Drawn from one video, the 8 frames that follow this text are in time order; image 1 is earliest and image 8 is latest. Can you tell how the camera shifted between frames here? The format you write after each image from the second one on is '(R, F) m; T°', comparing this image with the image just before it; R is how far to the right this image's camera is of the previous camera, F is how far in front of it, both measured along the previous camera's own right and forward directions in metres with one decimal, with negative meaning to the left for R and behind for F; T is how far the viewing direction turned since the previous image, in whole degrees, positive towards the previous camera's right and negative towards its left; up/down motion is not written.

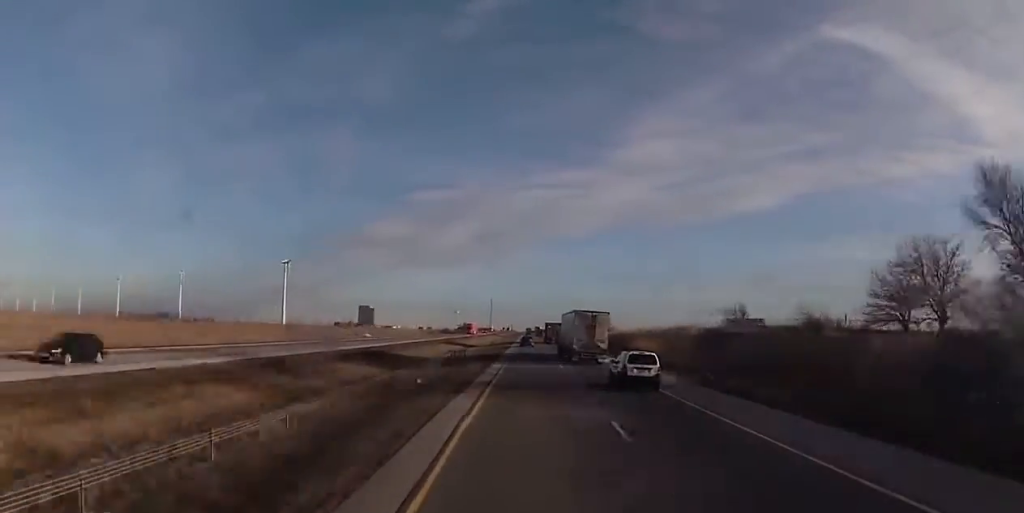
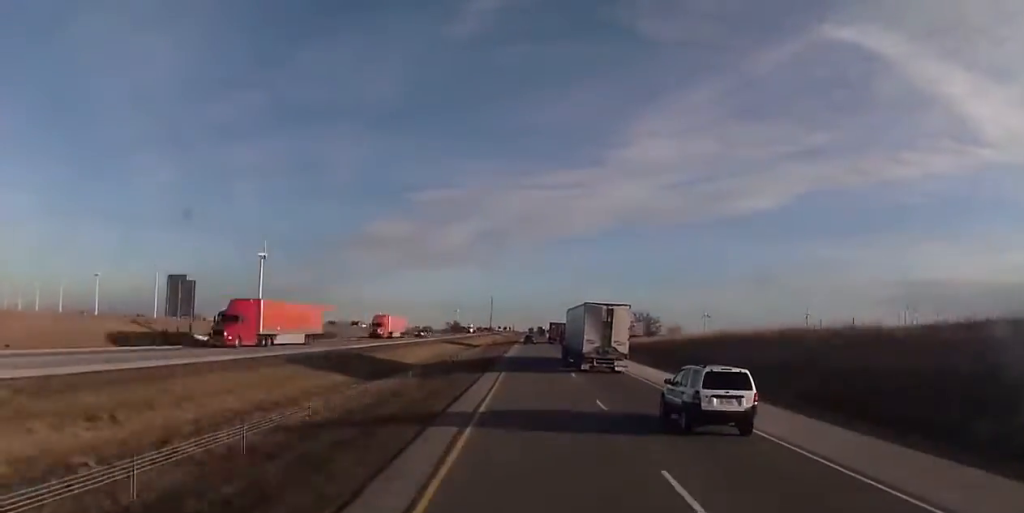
(-0.1, +90.7) m; 0°
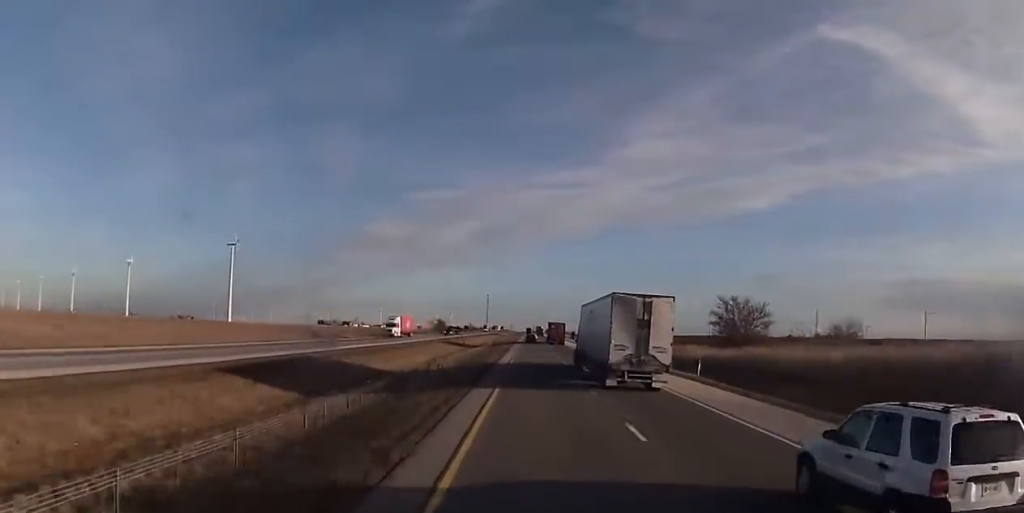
(-0.3, +78.7) m; 0°
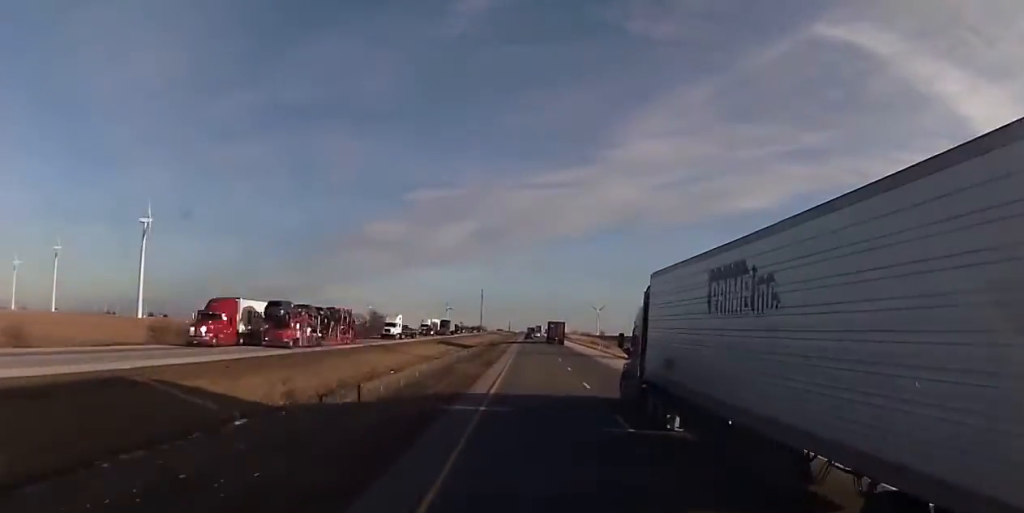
(+1.2, +178.8) m; 0°
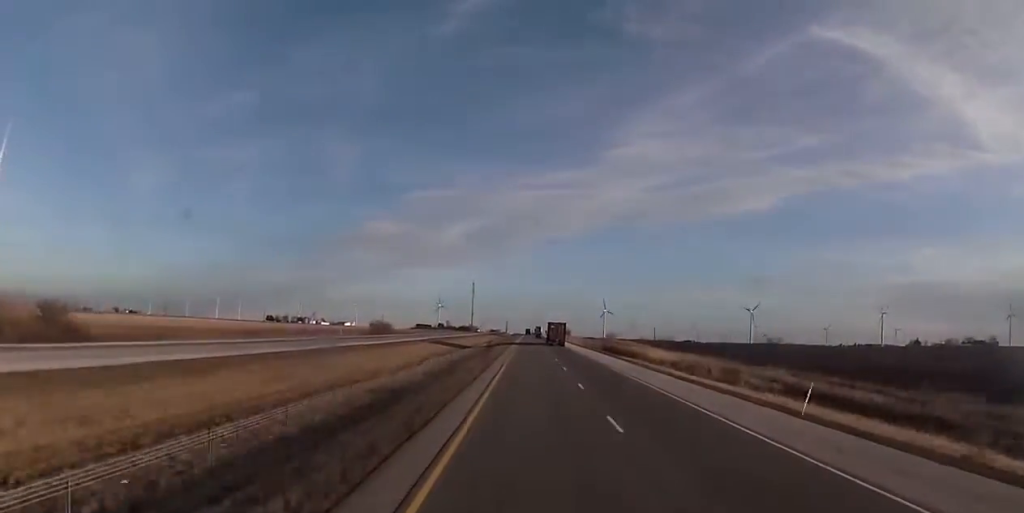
(-1.1, +193.1) m; 0°
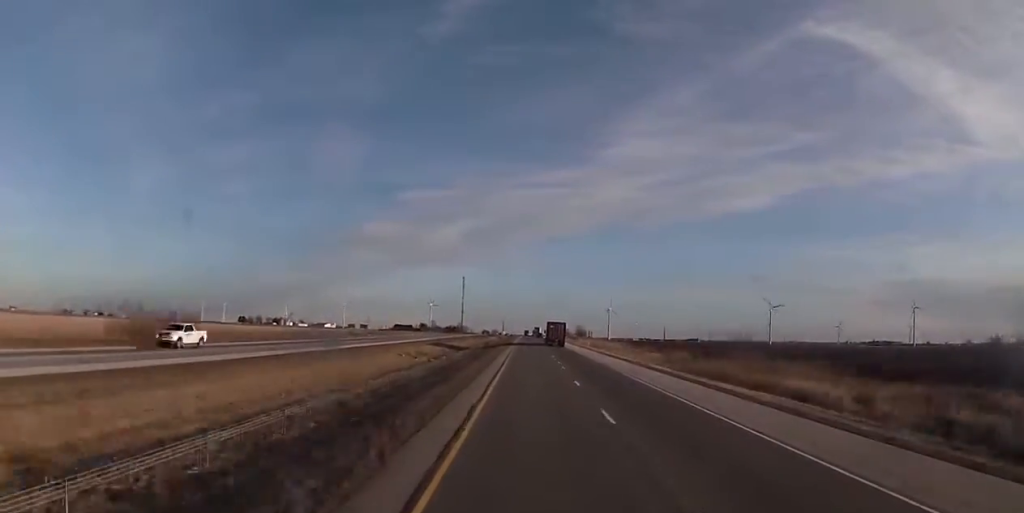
(+0.5, +143.2) m; +1°
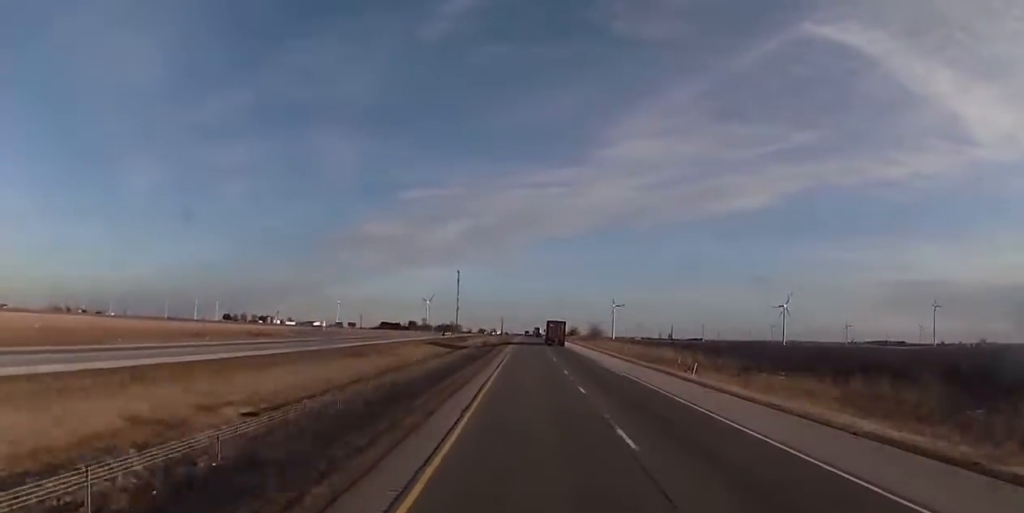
(-0.1, +76.5) m; +1°
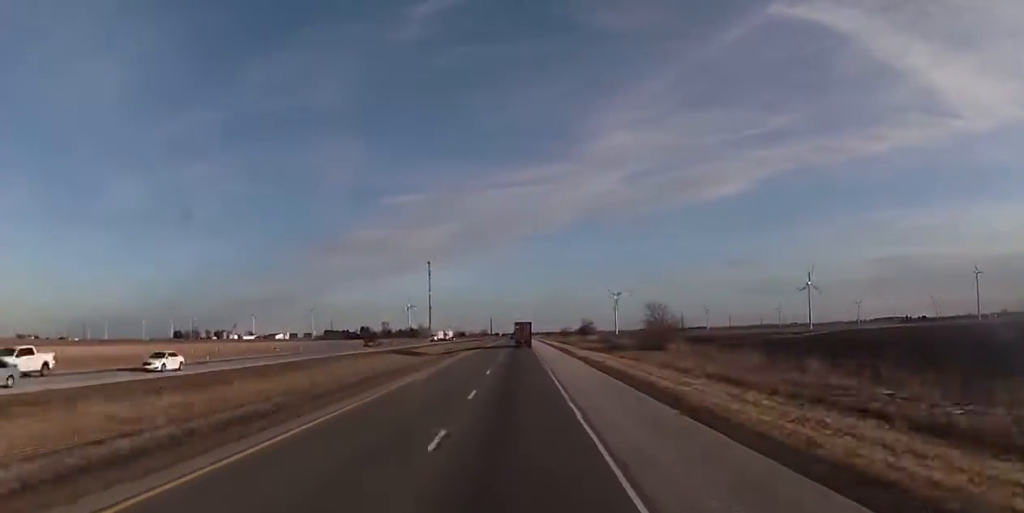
(+2.0, +169.2) m; 0°
